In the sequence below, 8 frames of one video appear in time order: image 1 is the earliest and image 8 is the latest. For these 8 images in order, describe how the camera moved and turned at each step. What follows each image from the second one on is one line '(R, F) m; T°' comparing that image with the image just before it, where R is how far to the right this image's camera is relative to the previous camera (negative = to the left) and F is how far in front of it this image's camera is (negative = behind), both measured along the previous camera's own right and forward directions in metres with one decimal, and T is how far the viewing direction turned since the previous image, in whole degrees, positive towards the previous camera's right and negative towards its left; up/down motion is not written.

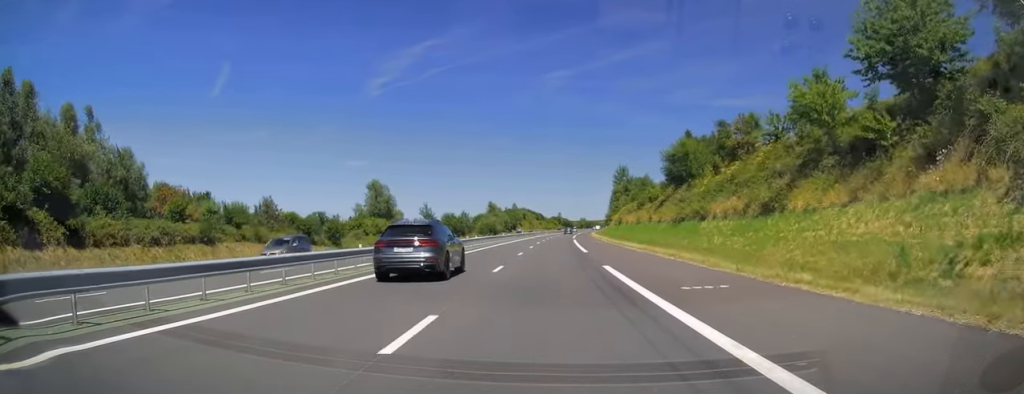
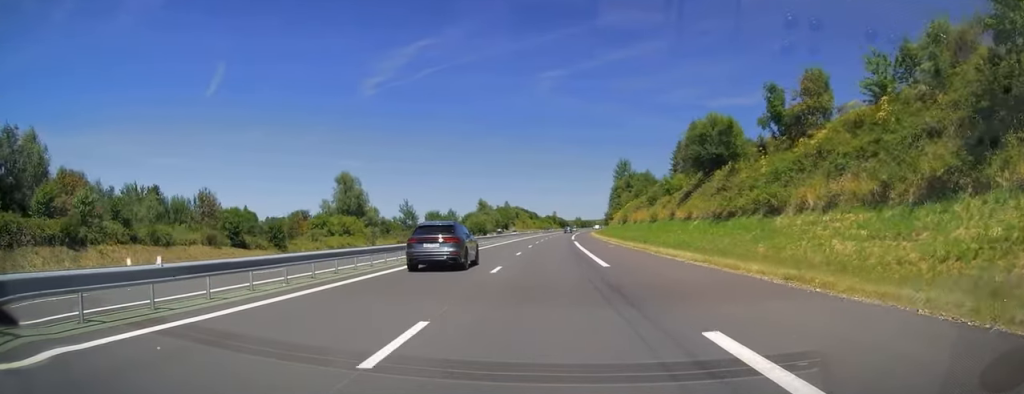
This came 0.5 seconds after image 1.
(+0.2, +13.8) m; +1°
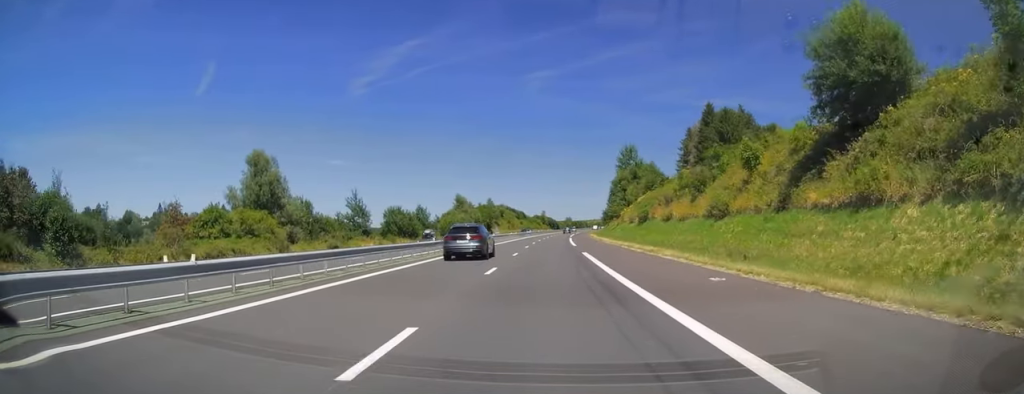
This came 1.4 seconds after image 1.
(+0.4, +26.6) m; +1°
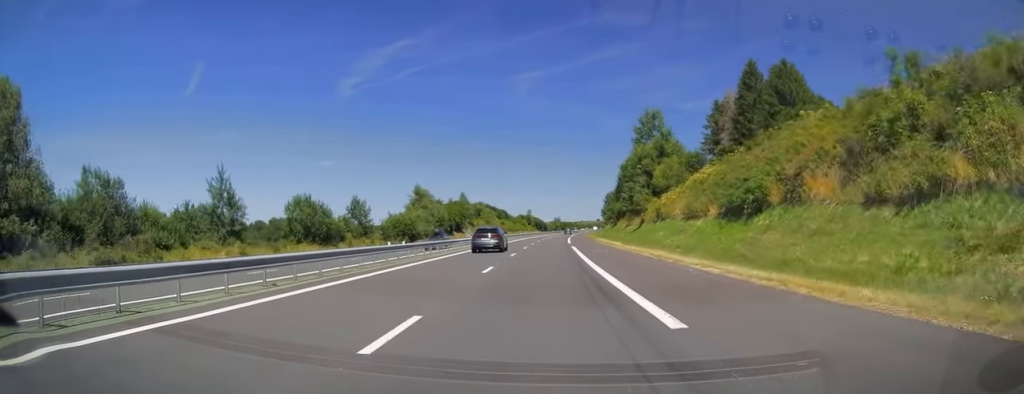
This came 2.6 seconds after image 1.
(+0.5, +37.9) m; +1°
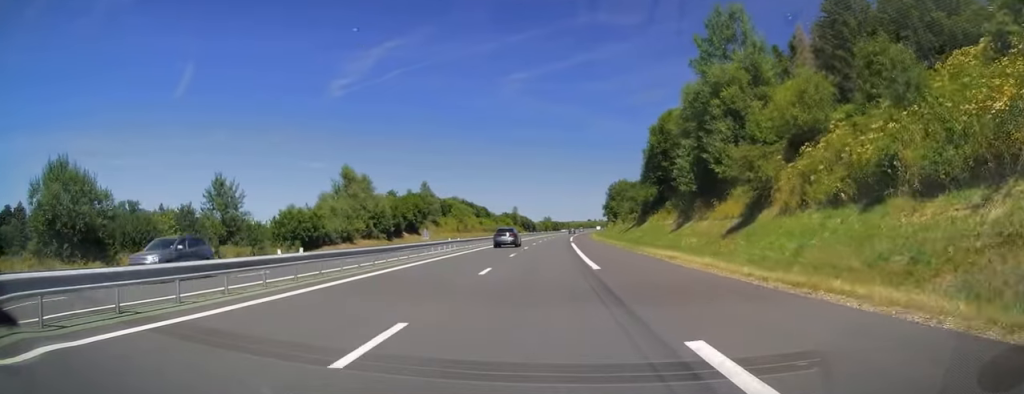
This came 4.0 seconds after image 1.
(+0.2, +40.0) m; +1°
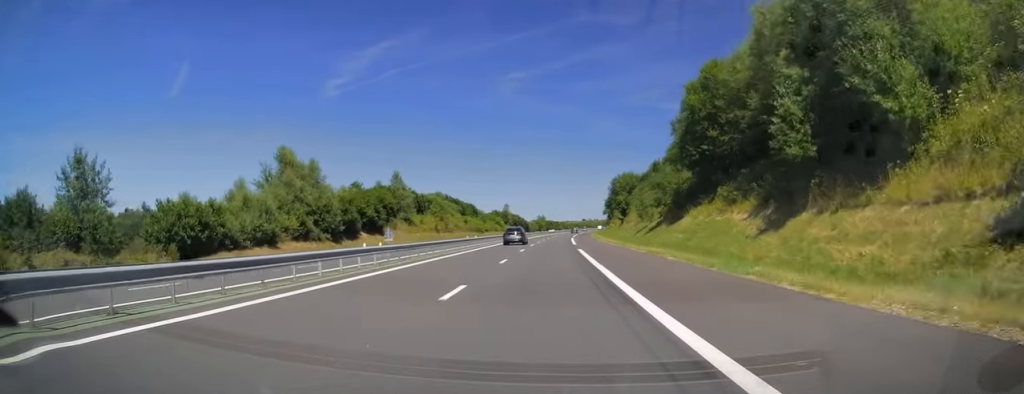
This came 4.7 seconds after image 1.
(0.0, +20.2) m; +1°
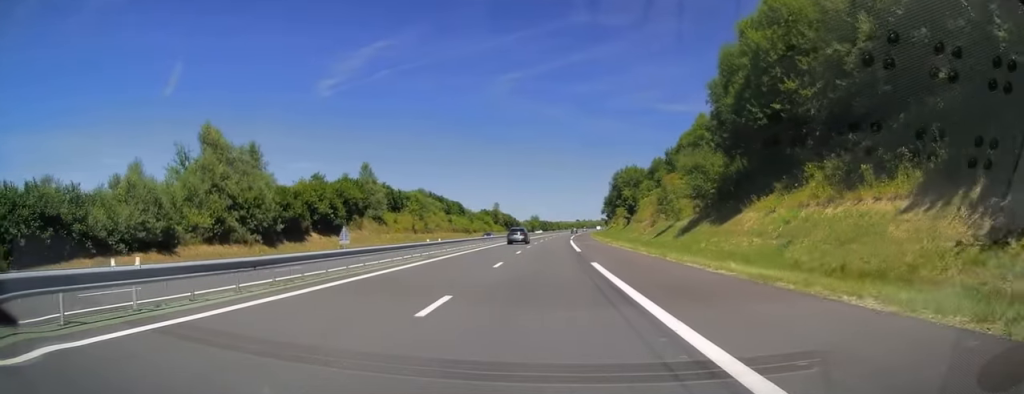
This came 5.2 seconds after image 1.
(+0.1, +15.3) m; +1°
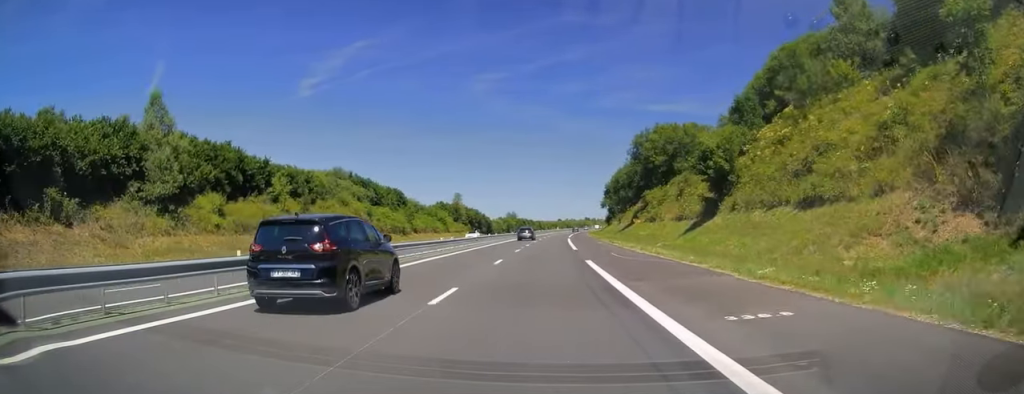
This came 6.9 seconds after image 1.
(+1.2, +50.8) m; +2°
